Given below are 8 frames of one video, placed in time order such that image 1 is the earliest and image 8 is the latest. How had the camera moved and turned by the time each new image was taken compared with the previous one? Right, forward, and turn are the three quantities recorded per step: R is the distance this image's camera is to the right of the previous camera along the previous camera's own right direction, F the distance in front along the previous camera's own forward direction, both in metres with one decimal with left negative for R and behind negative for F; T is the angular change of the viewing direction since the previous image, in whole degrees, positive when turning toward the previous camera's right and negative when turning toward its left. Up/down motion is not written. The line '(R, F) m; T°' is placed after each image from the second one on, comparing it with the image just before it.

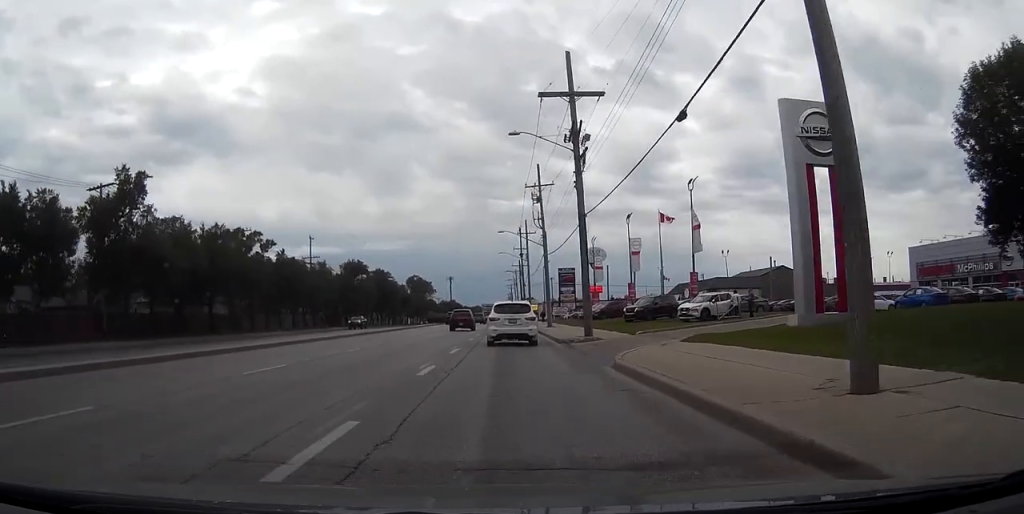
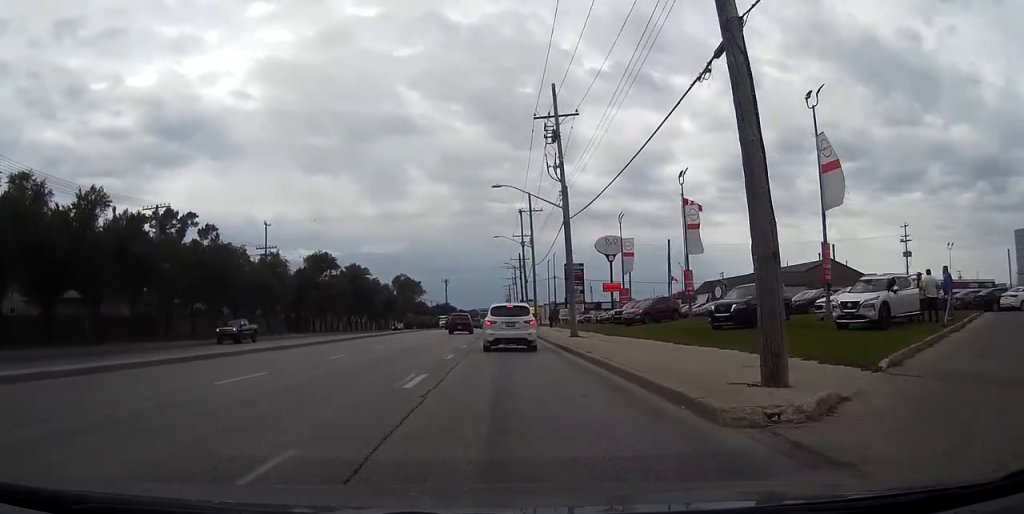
(+0.1, +22.2) m; 0°
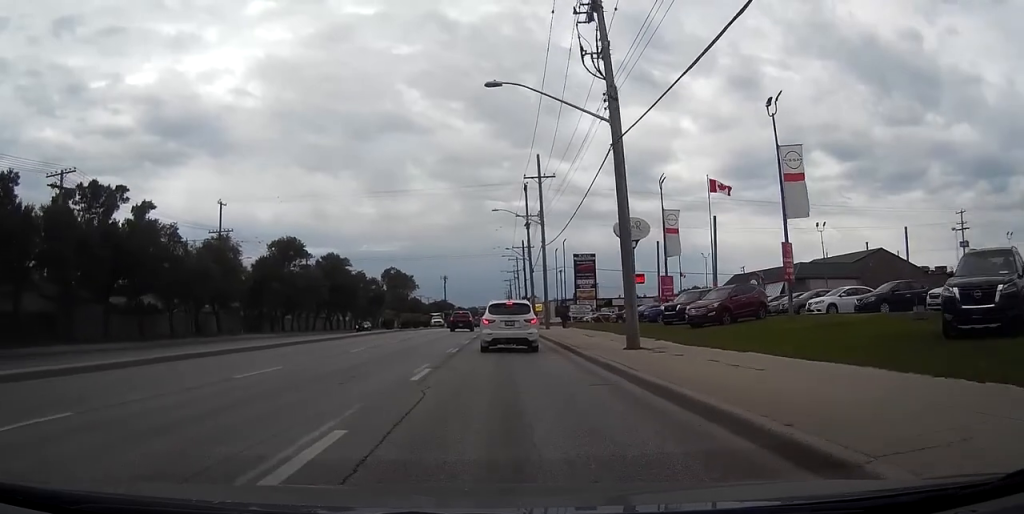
(0.0, +16.8) m; 0°
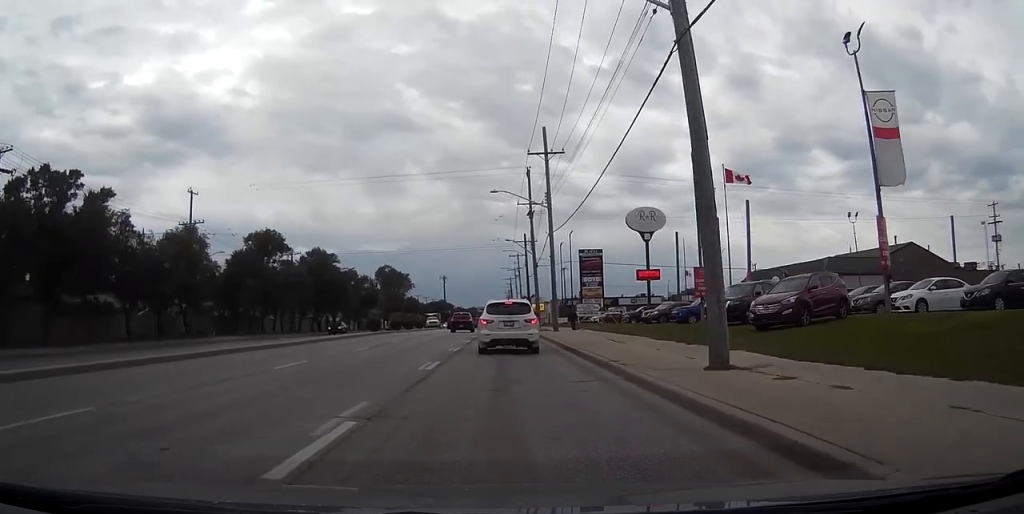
(0.0, +8.4) m; -1°
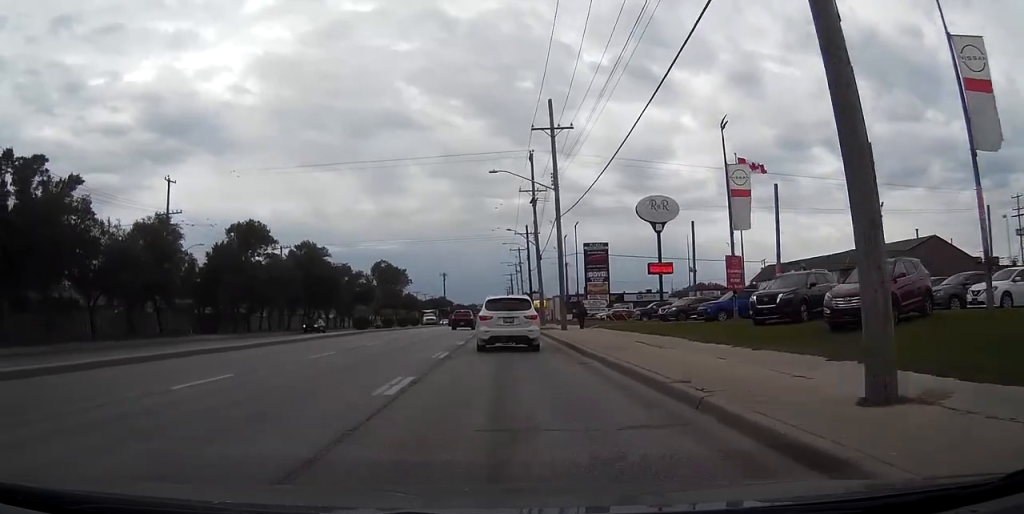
(-0.1, +5.7) m; 0°
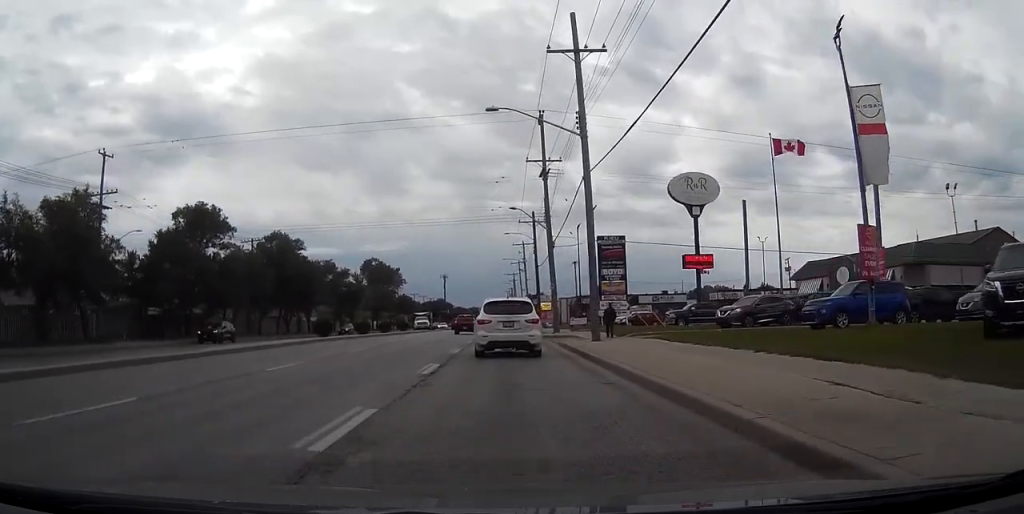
(0.0, +13.8) m; 0°
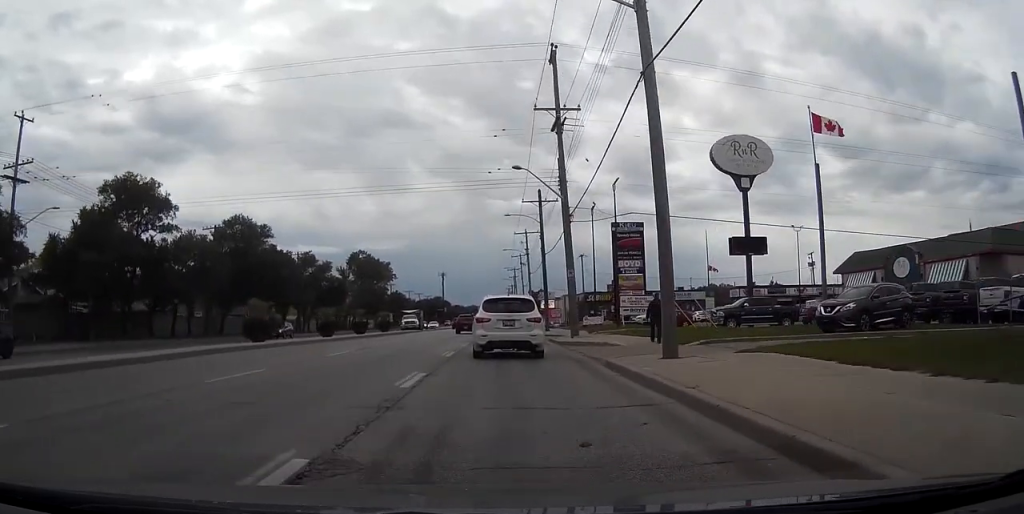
(-0.1, +12.7) m; 0°
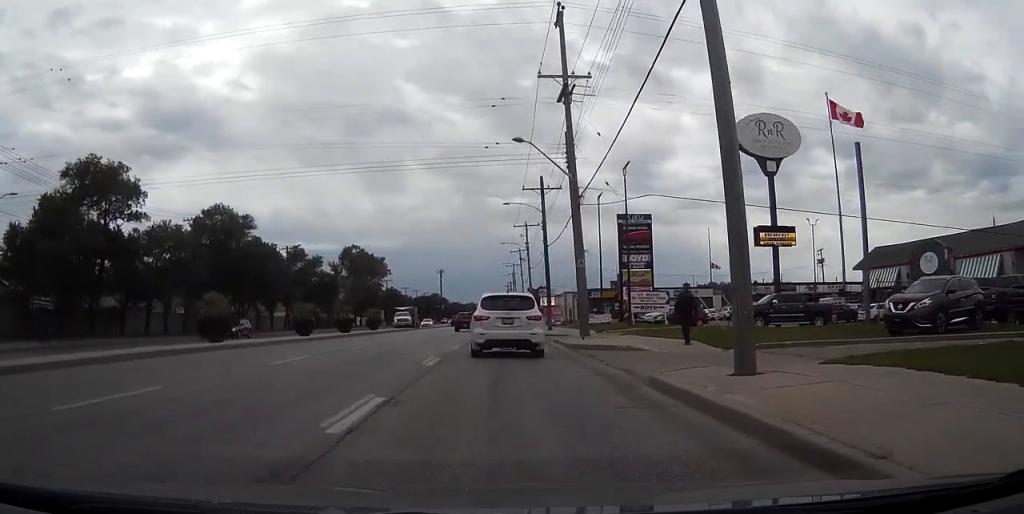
(0.0, +5.0) m; 0°
